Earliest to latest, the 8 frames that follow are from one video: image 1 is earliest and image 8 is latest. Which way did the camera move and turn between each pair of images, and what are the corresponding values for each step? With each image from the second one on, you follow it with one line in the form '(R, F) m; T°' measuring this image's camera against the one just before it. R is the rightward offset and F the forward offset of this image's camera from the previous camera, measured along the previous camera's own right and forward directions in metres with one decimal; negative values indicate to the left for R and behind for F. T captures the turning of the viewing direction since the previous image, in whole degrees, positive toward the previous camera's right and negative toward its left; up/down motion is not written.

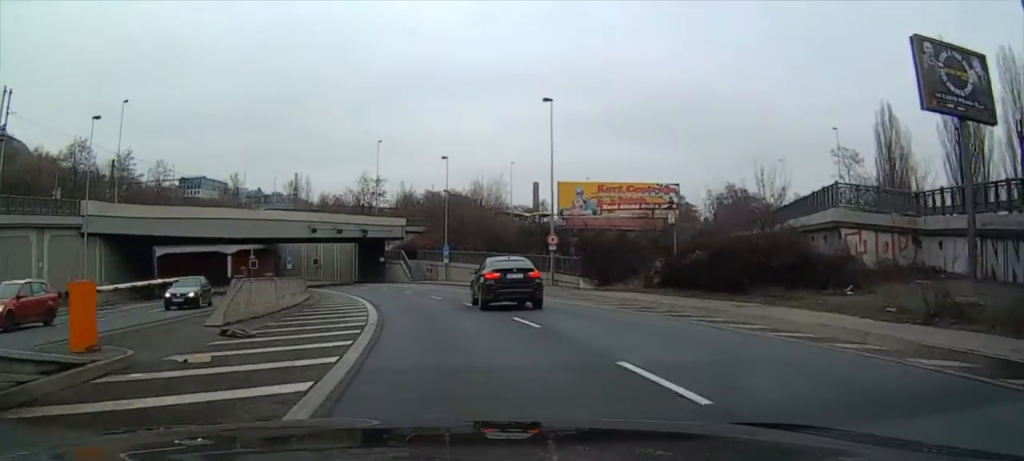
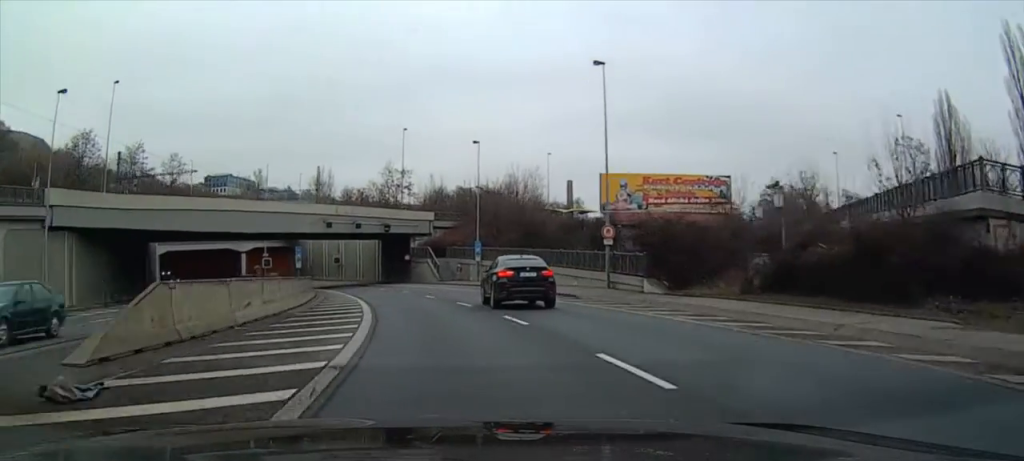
(-0.5, +8.1) m; -3°
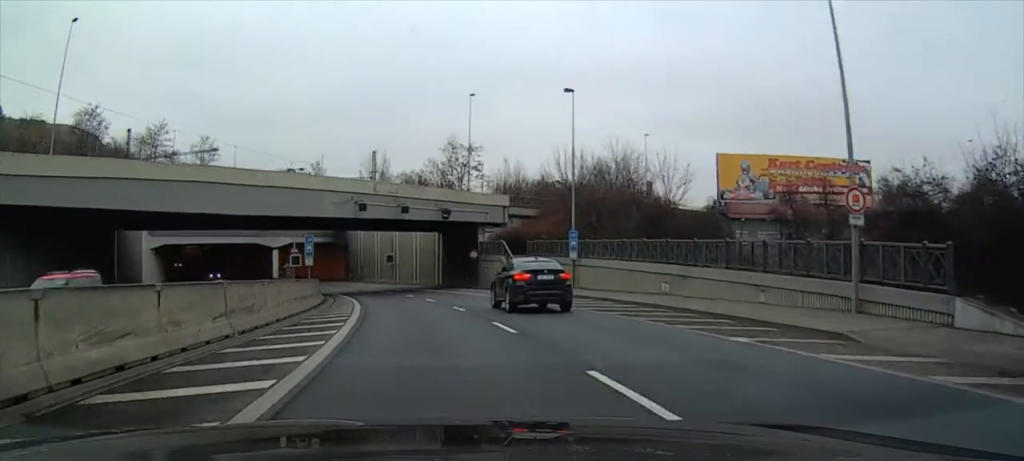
(-0.3, +18.5) m; -4°
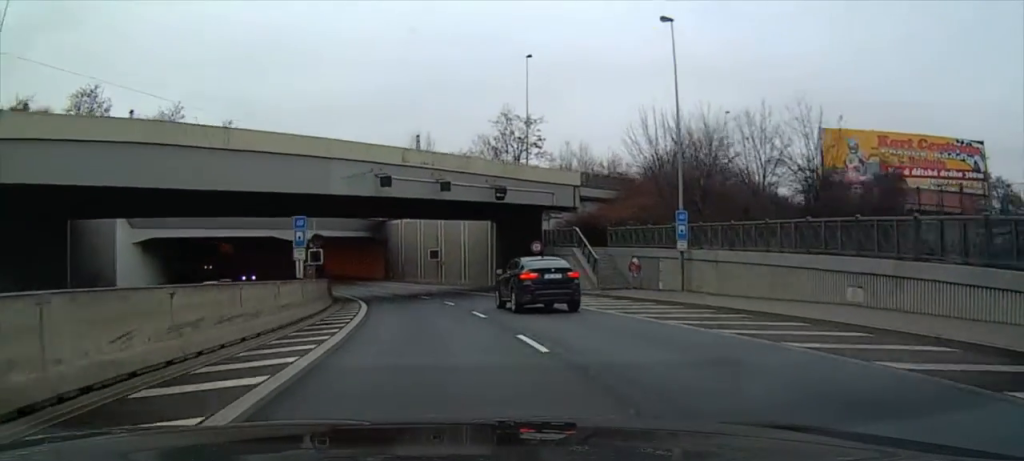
(-0.5, +12.6) m; -4°
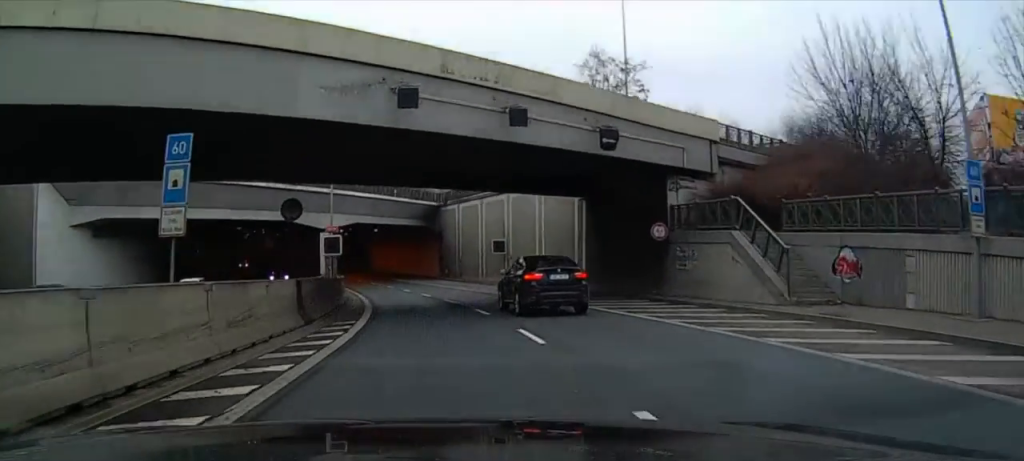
(-0.7, +16.1) m; -5°
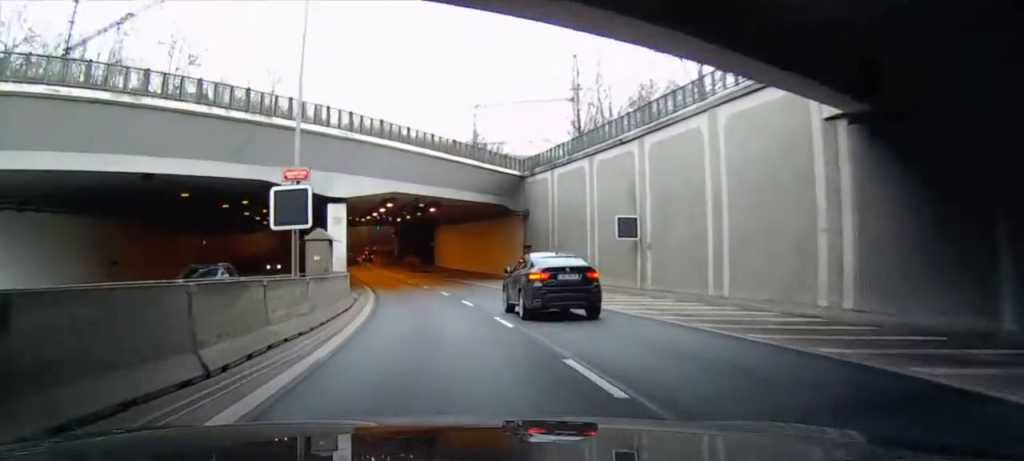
(-1.2, +22.4) m; -6°
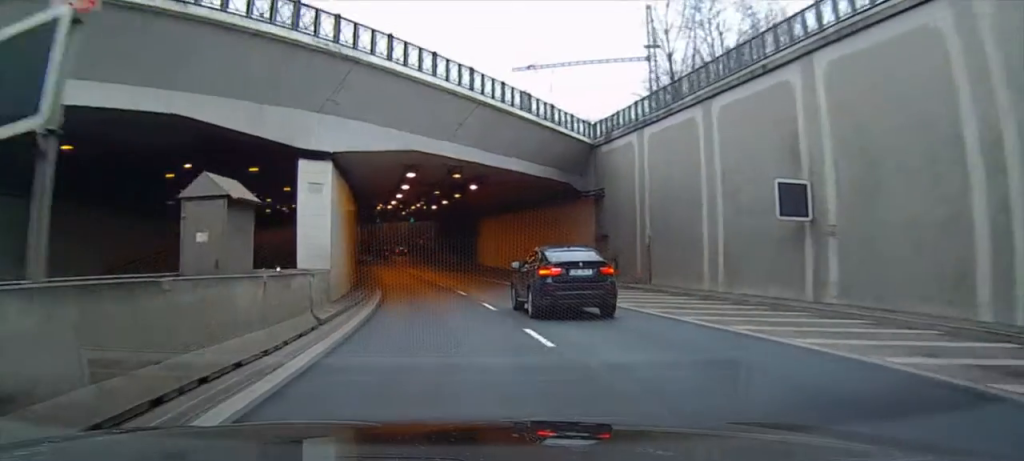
(-0.3, +13.4) m; -4°
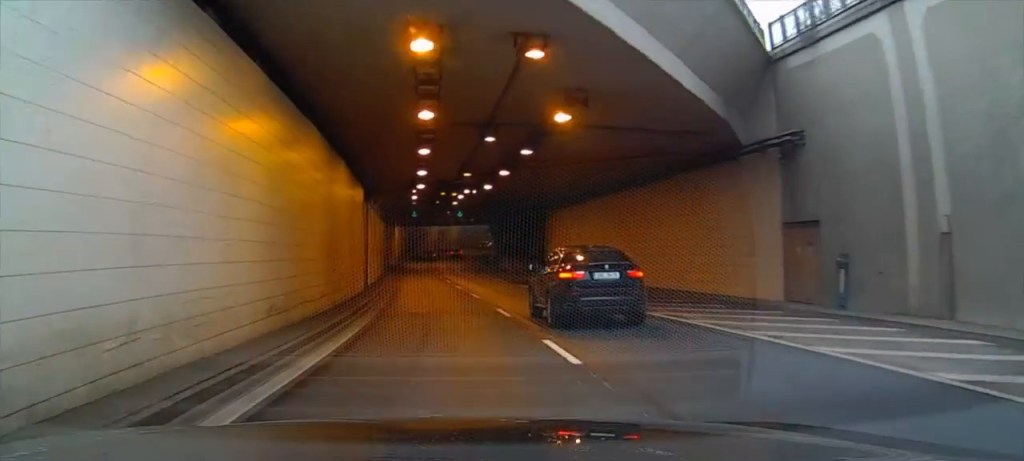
(-0.7, +18.8) m; -6°
